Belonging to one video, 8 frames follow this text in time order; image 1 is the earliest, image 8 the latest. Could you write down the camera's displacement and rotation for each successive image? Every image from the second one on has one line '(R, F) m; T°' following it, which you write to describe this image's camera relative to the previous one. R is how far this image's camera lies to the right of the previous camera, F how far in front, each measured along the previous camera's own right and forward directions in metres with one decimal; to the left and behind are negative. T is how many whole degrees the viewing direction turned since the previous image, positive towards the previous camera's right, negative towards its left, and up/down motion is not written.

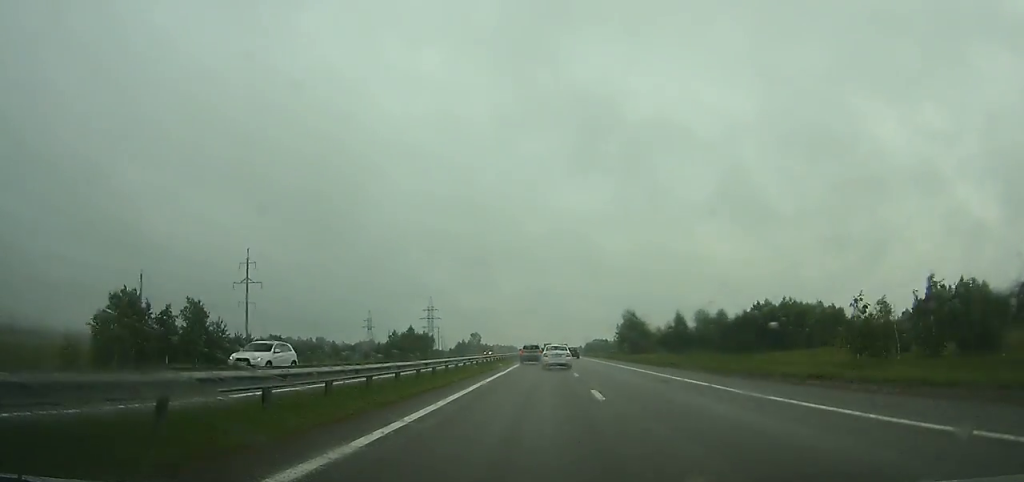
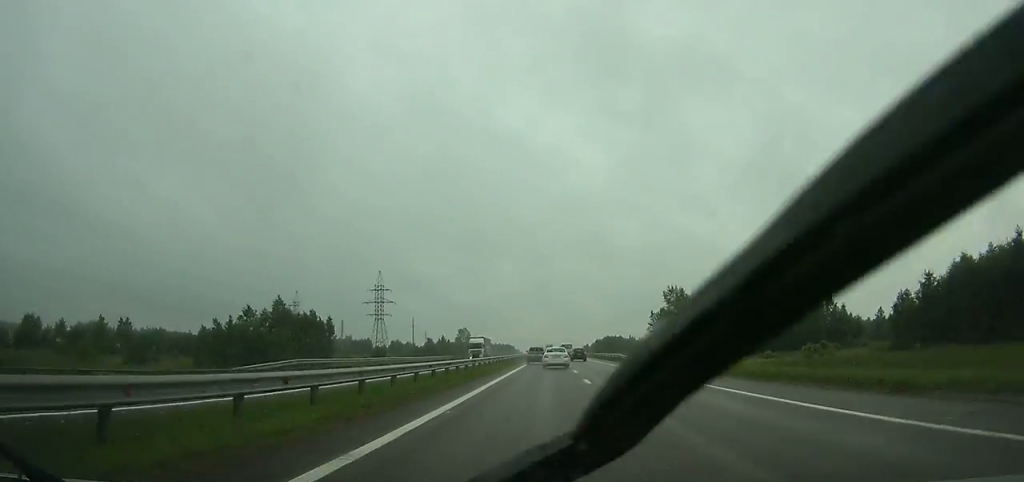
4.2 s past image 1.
(-0.2, +89.9) m; 0°
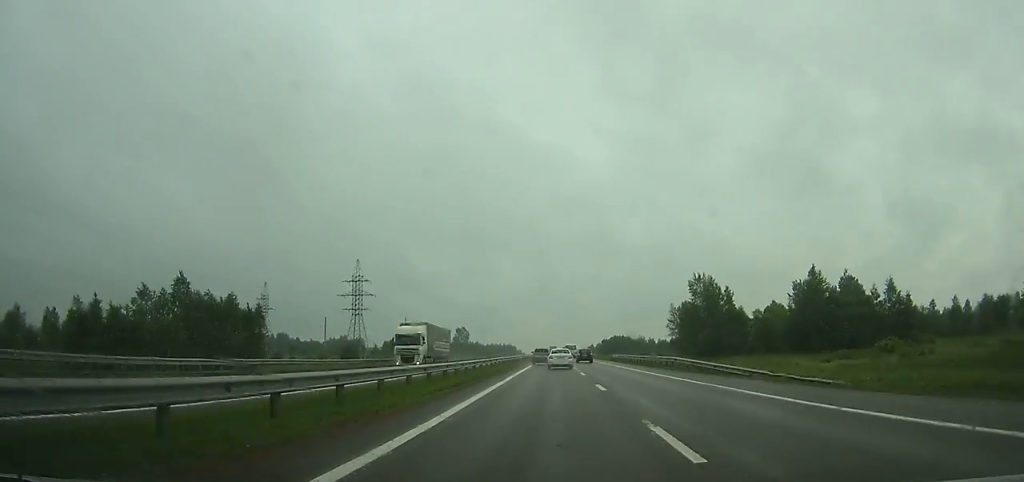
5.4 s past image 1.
(0.0, +25.5) m; 0°
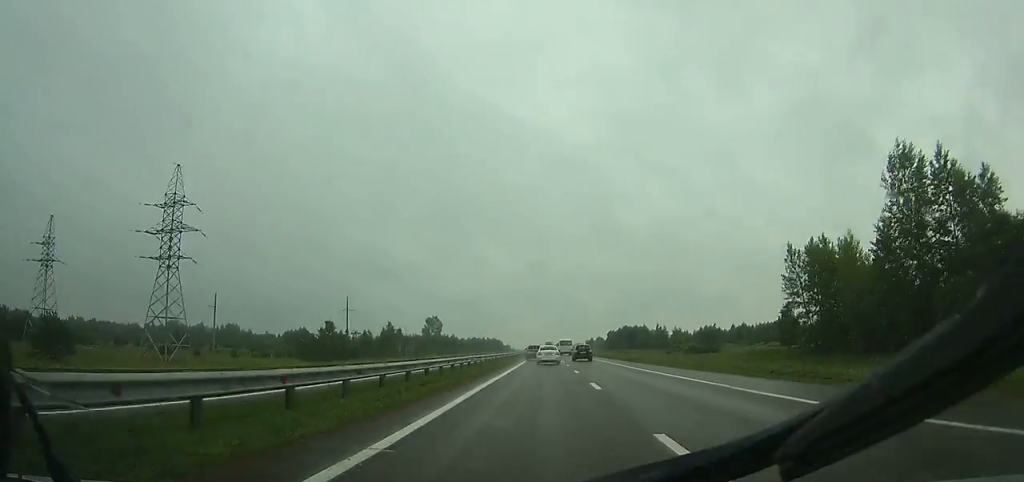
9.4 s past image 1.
(+0.4, +85.5) m; 0°
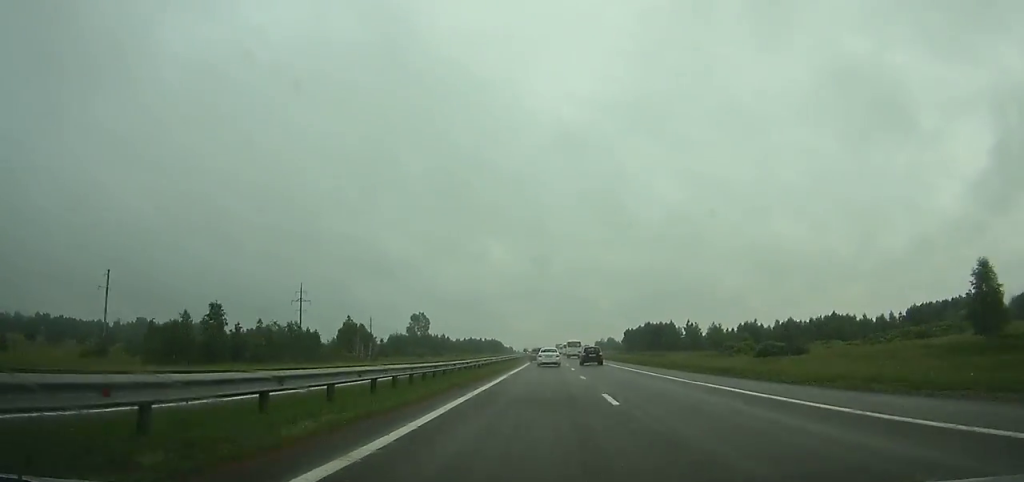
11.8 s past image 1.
(+0.1, +52.3) m; 0°
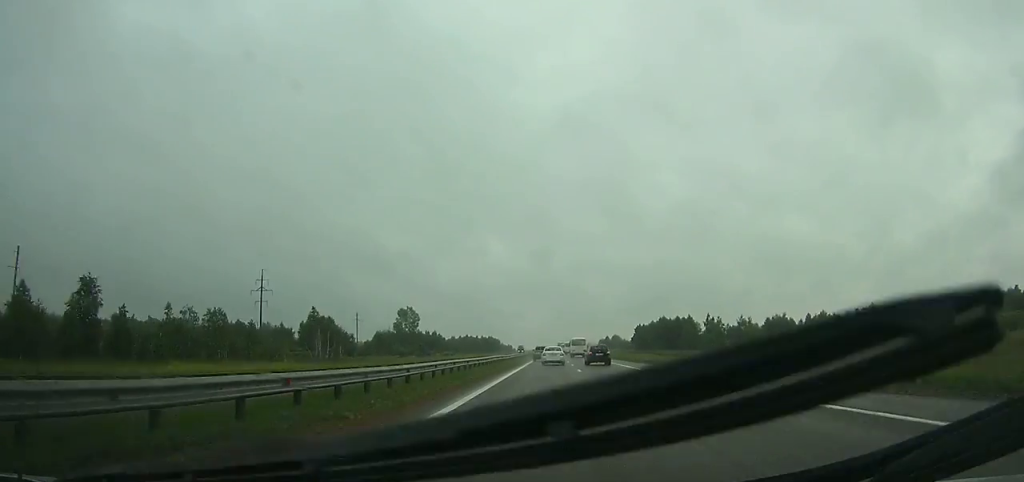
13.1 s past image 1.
(0.0, +28.6) m; 0°
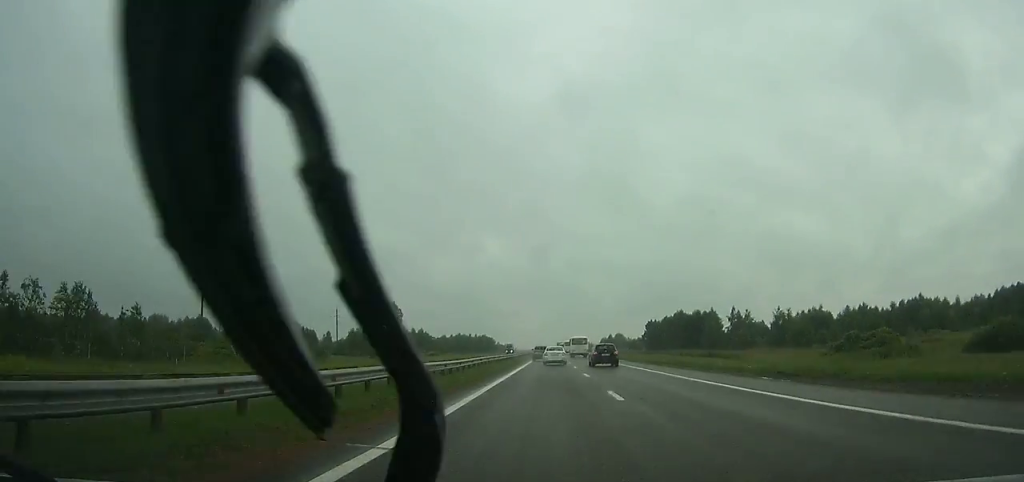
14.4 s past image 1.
(0.0, +29.0) m; 0°
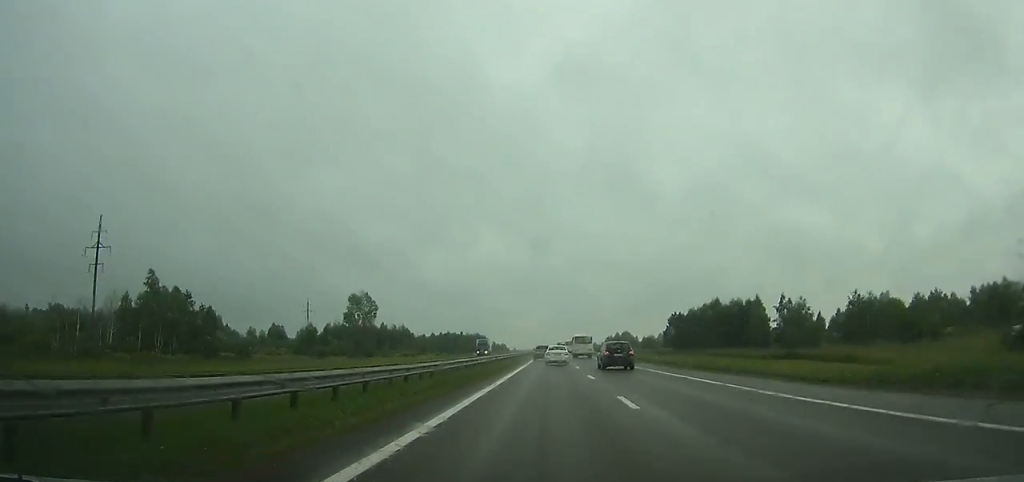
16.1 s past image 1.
(-0.1, +38.1) m; 0°
